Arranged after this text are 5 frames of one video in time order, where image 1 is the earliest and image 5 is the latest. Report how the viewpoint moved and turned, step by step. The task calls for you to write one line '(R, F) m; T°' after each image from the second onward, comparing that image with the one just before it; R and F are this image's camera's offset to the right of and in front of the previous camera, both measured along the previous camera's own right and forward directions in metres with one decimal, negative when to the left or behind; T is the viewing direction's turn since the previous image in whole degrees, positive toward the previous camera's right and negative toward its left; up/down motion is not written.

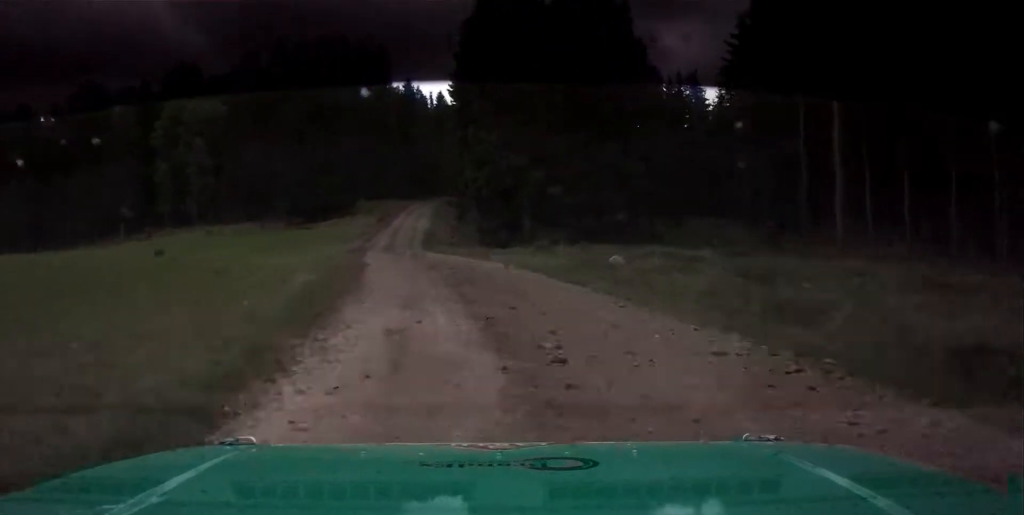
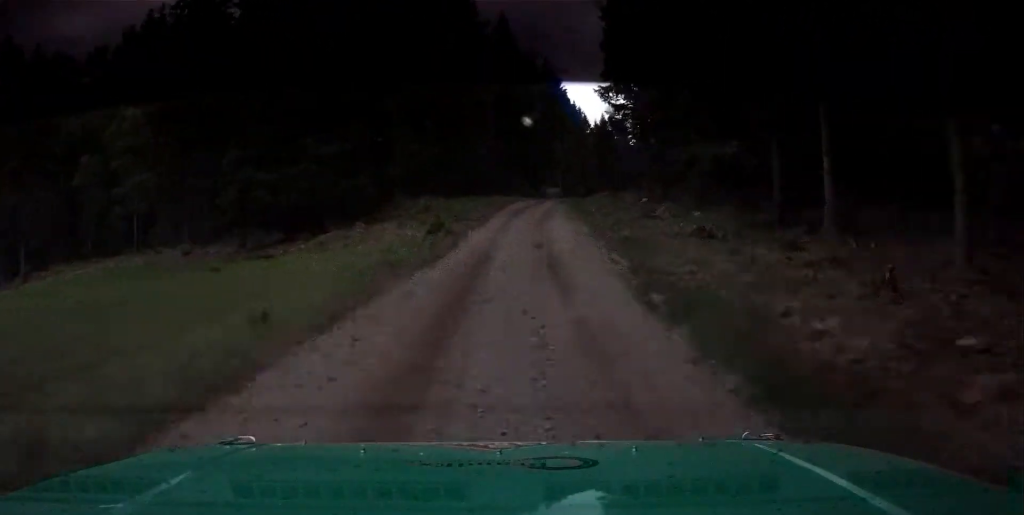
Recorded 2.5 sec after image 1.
(-5.5, +54.3) m; -4°
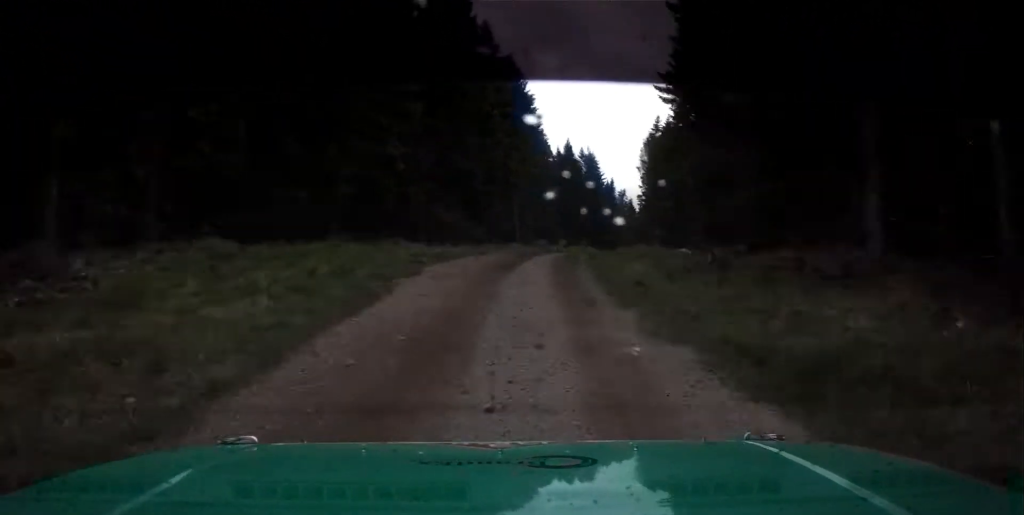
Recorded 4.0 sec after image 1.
(+2.0, +38.4) m; +5°
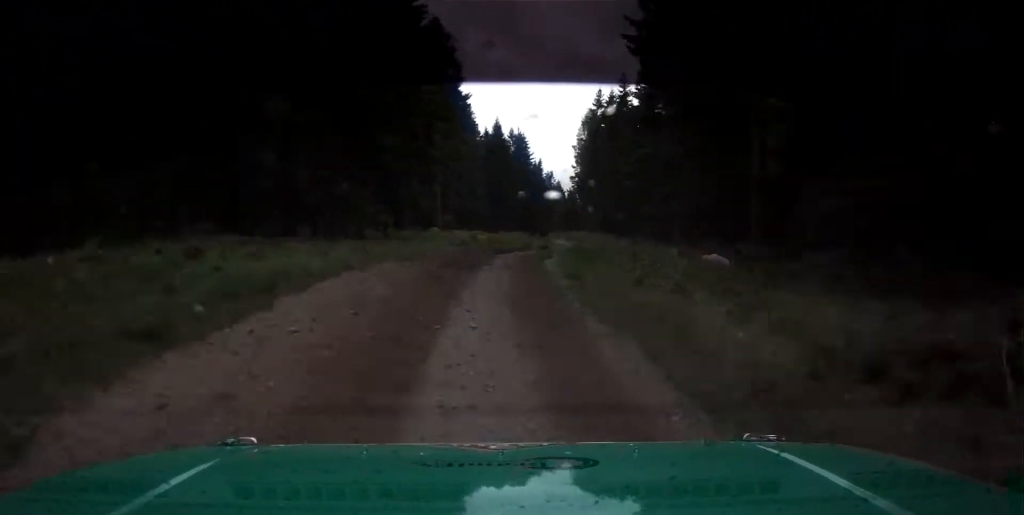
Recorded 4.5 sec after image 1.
(-0.1, +13.2) m; +2°
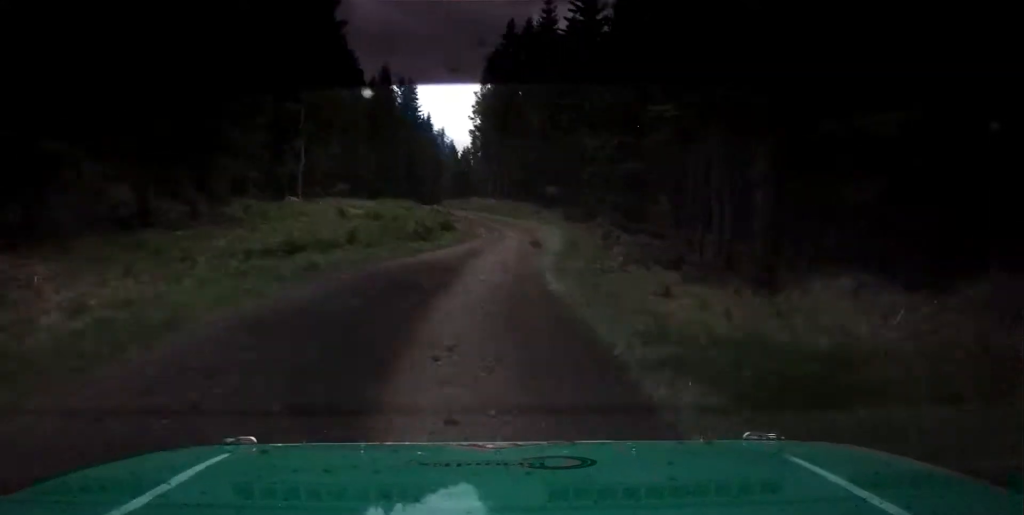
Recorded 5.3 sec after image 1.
(+0.9, +22.4) m; +4°
